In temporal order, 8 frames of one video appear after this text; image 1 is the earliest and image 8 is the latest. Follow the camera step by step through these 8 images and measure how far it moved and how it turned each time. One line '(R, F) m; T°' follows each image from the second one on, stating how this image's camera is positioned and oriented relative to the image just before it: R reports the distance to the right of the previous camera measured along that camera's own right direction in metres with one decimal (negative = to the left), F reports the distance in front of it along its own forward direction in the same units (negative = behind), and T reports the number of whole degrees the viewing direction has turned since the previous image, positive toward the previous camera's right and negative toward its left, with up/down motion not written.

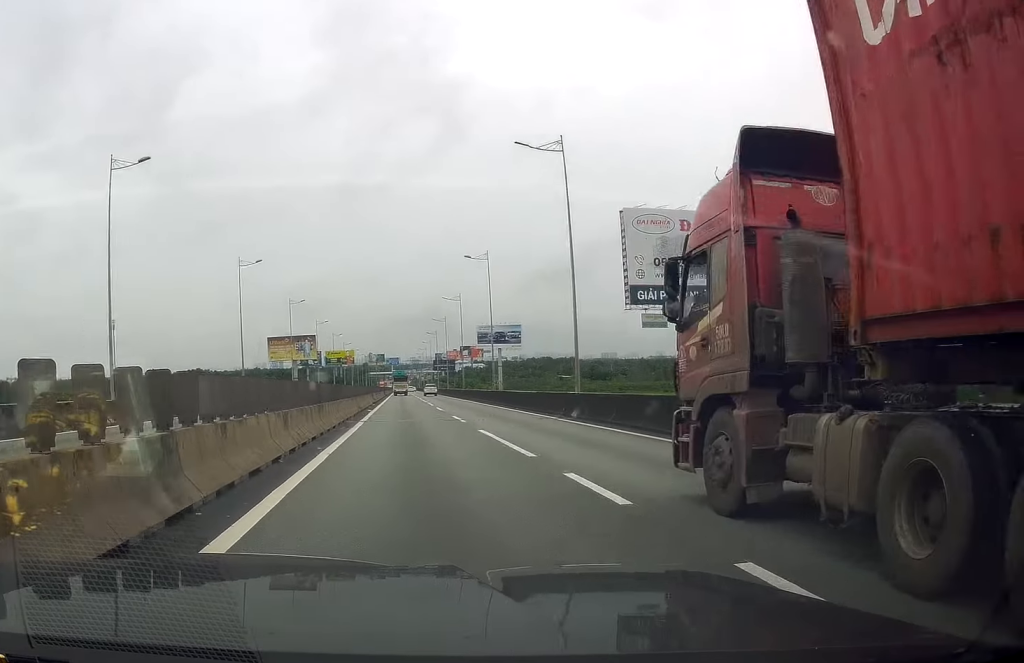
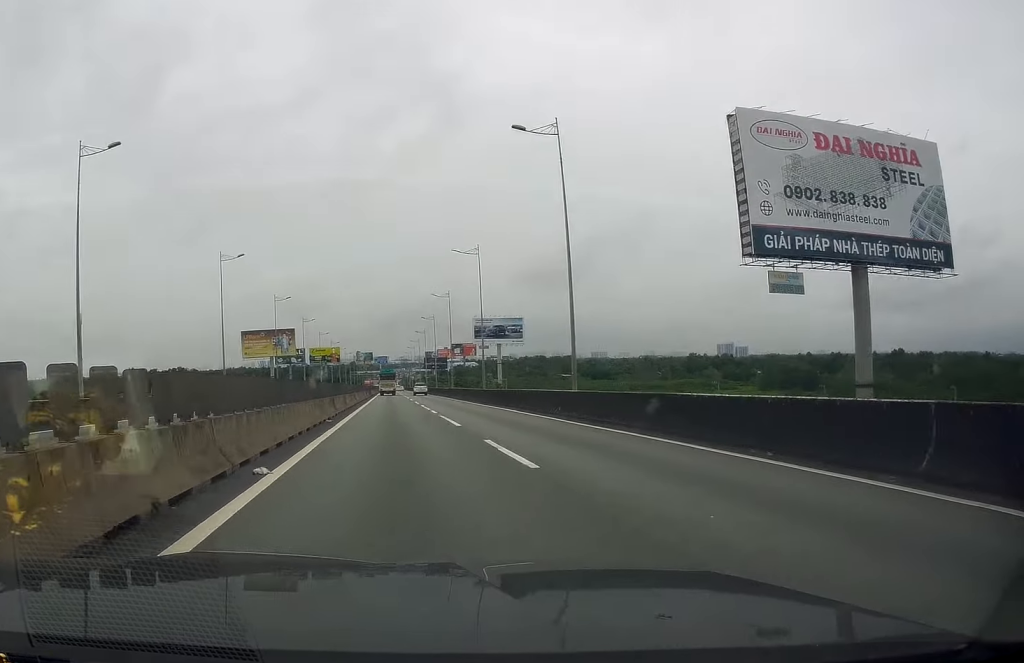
(+0.1, +29.4) m; +1°
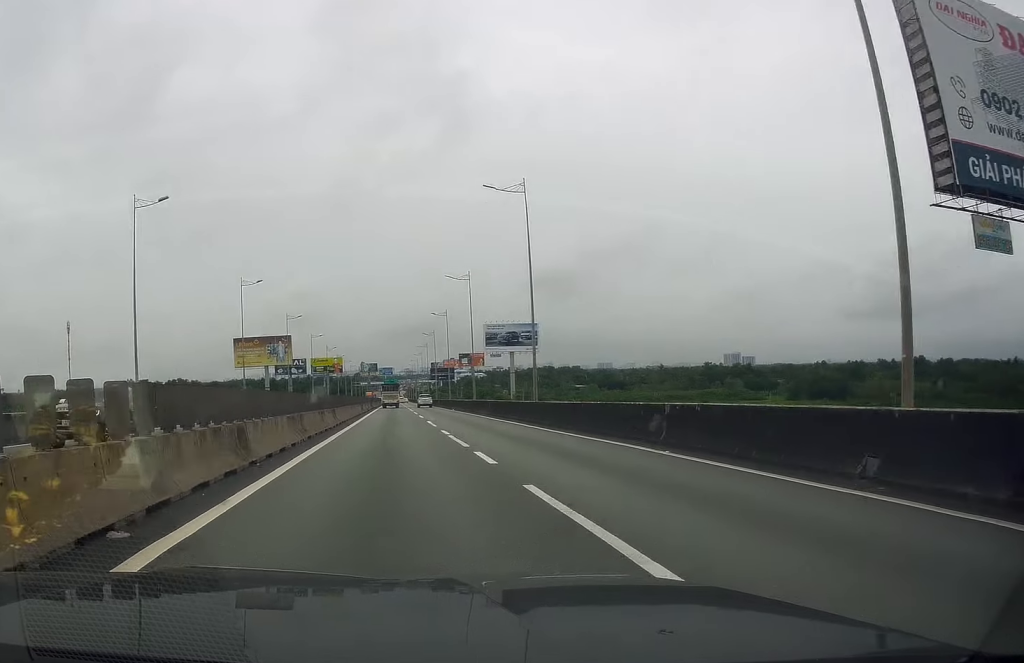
(+0.3, +19.1) m; +1°
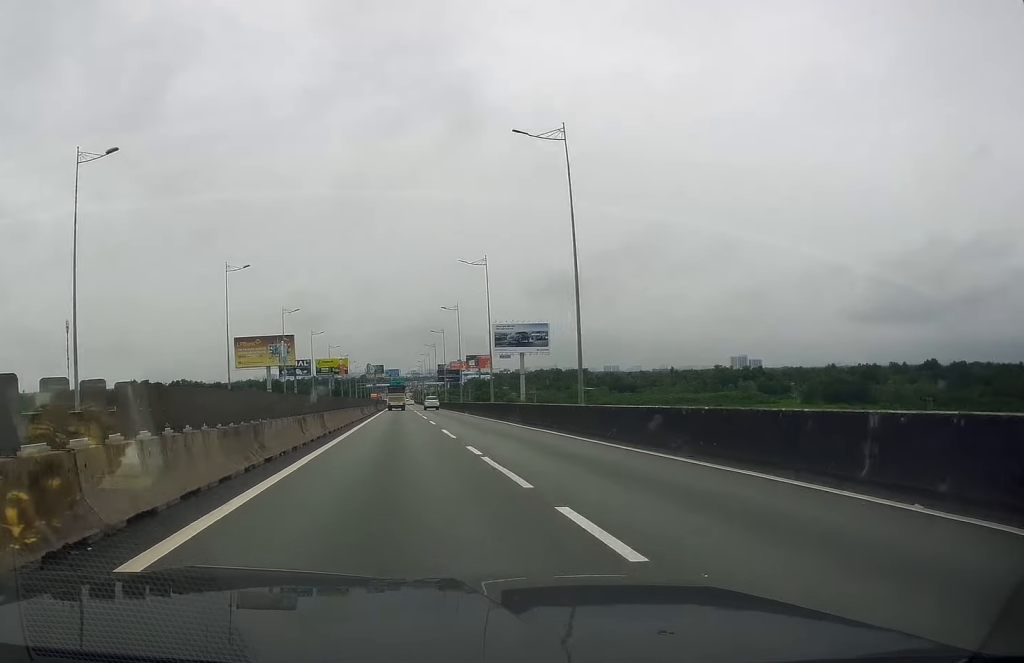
(+0.2, +7.7) m; 0°
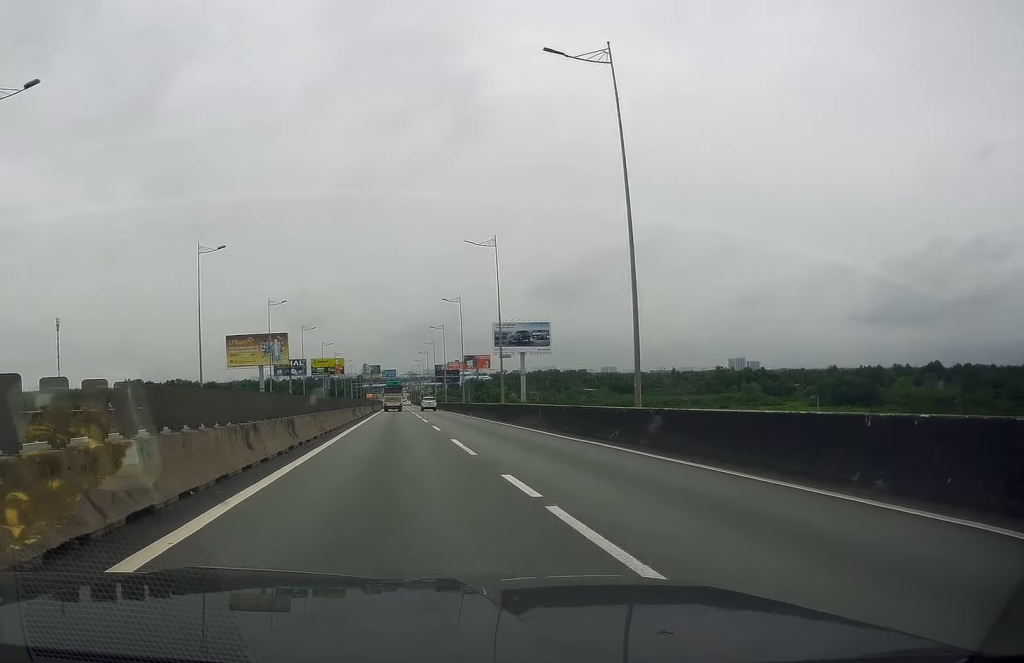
(-0.1, +8.0) m; 0°
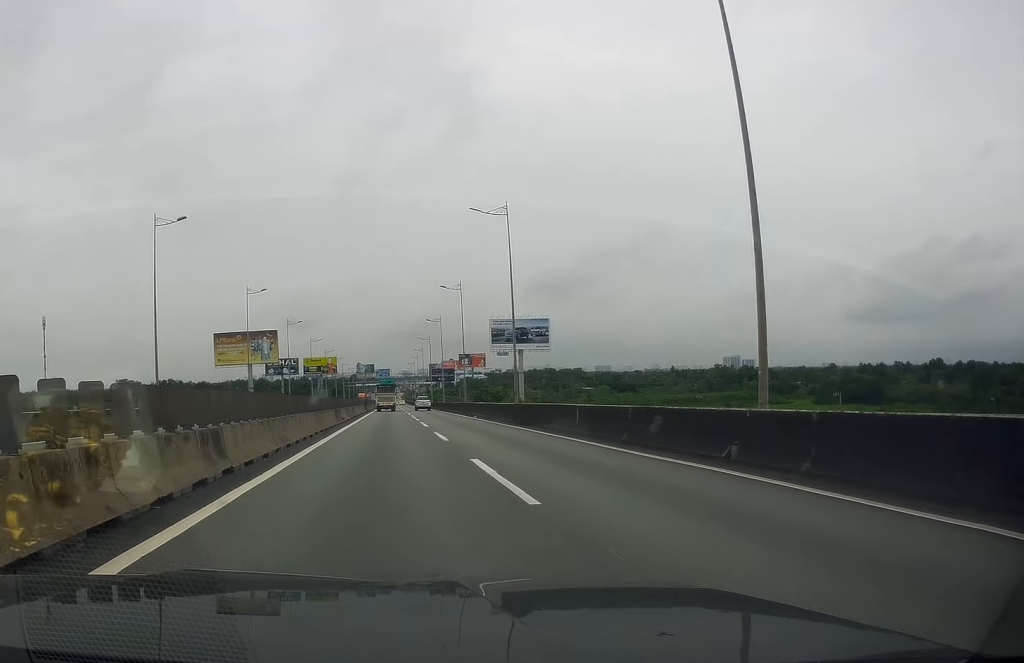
(-0.2, +9.0) m; 0°
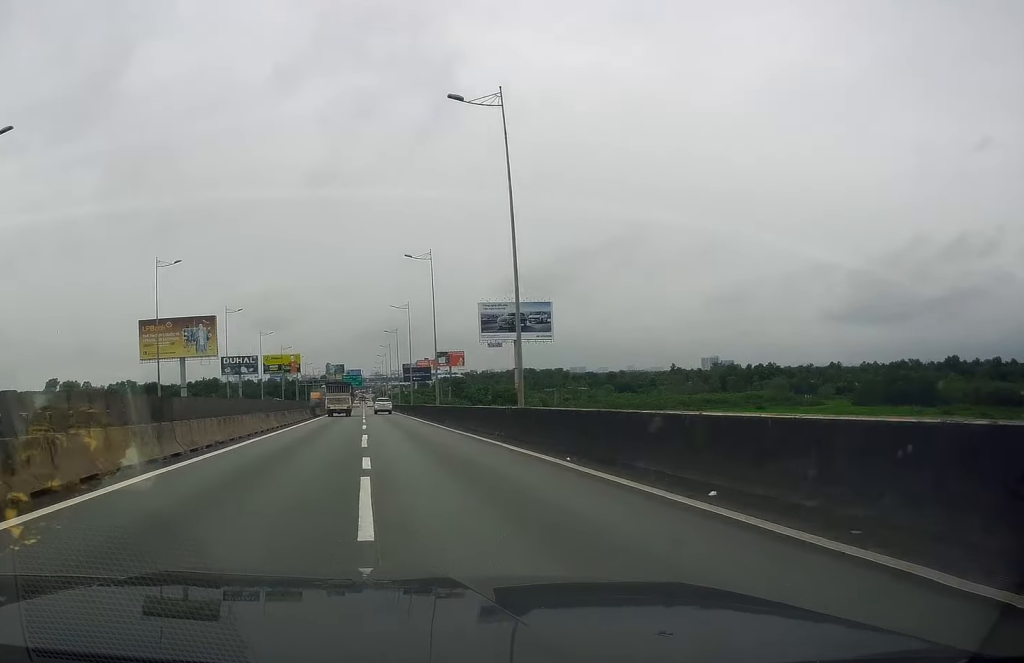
(+1.1, +48.3) m; +2°
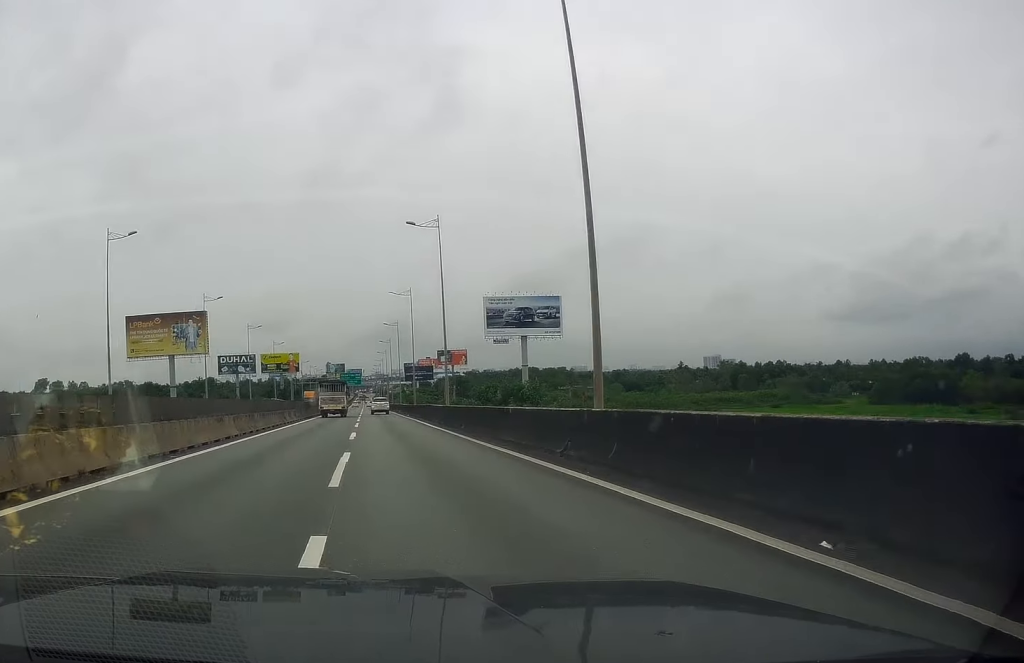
(0.0, +11.5) m; 0°
